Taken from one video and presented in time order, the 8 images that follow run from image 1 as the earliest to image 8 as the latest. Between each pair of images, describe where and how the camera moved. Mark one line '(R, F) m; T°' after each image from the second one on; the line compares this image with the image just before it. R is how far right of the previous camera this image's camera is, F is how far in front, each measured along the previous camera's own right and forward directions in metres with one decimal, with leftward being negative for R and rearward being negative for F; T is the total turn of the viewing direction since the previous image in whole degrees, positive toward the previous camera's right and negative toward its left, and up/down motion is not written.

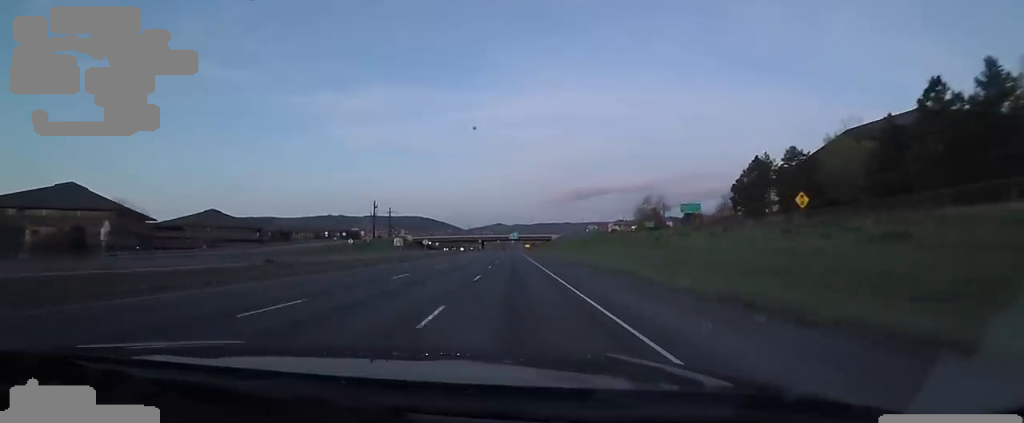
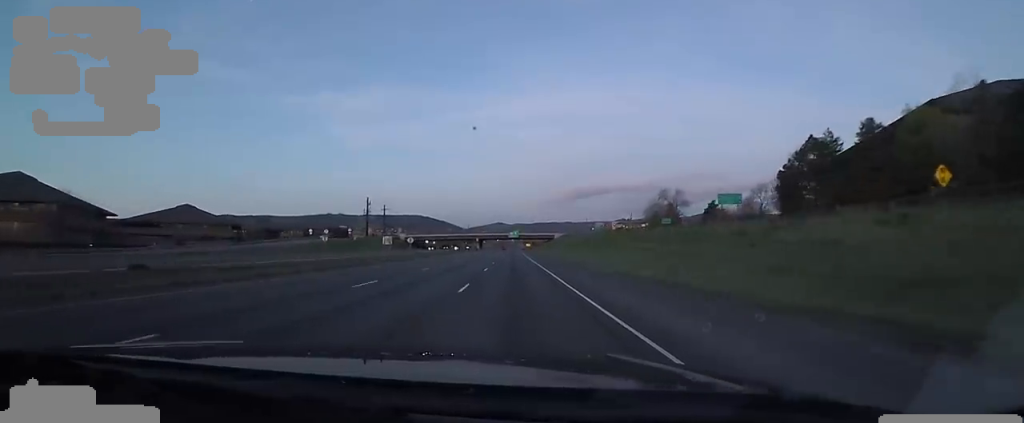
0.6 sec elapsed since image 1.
(-0.1, +17.5) m; 0°
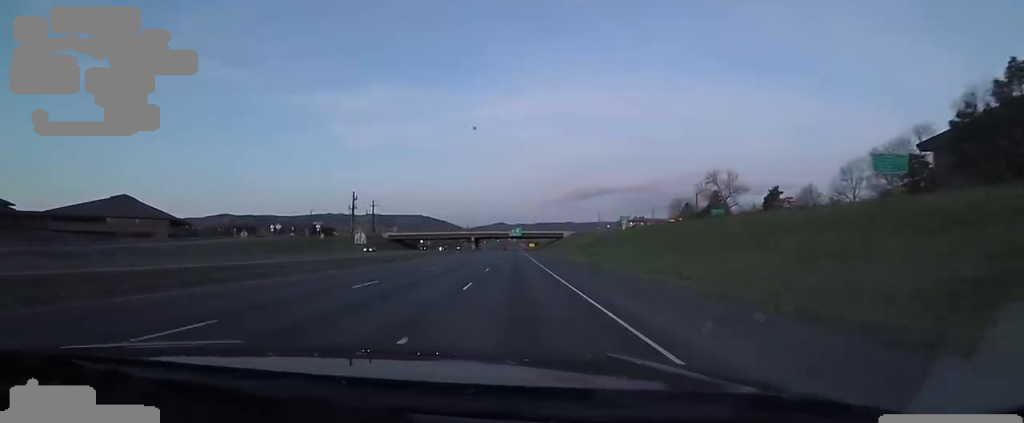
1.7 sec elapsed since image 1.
(+0.1, +34.8) m; 0°
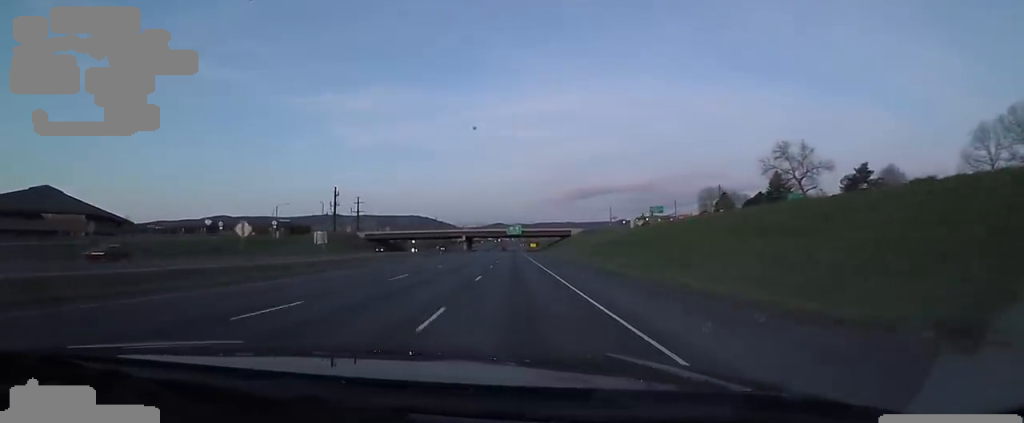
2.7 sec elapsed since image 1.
(-0.3, +30.5) m; 0°
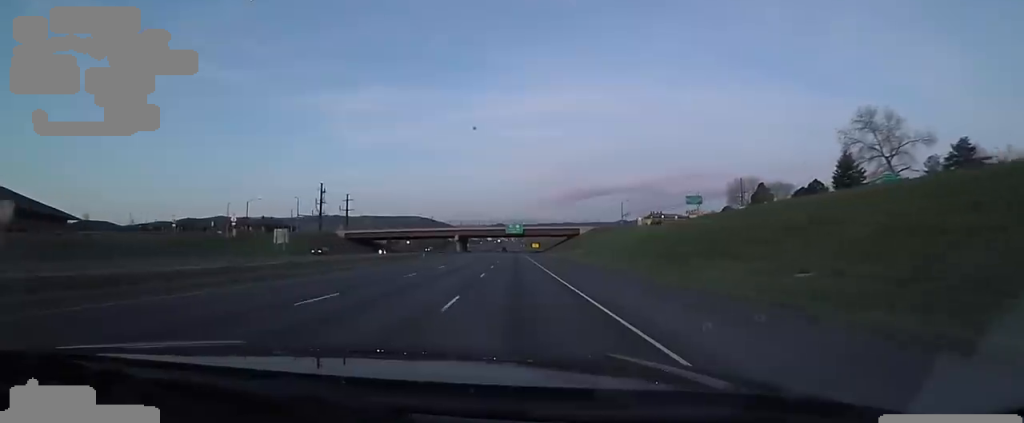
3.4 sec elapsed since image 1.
(+0.2, +21.9) m; 0°
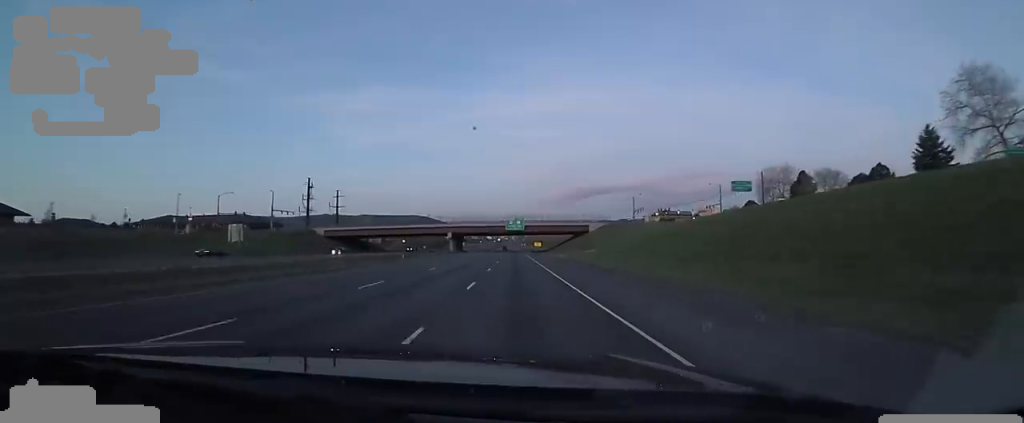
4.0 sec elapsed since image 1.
(+0.7, +18.0) m; 0°
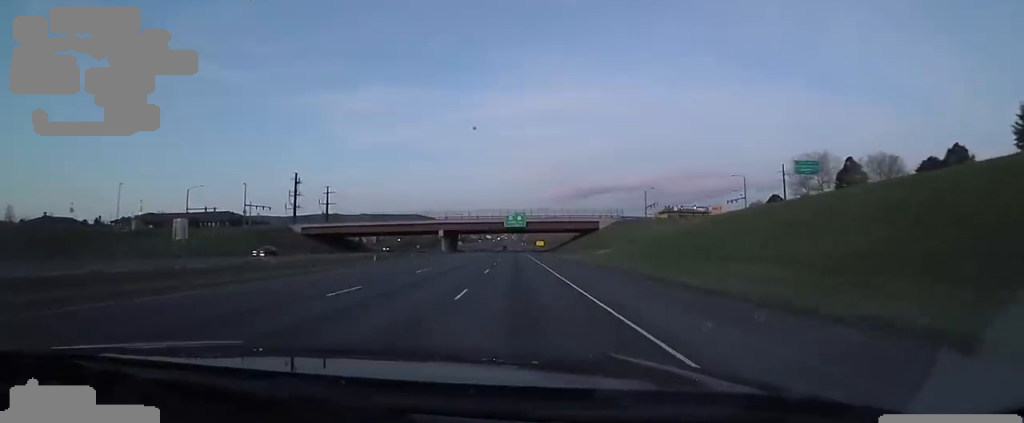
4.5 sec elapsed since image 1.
(-0.6, +16.3) m; -1°
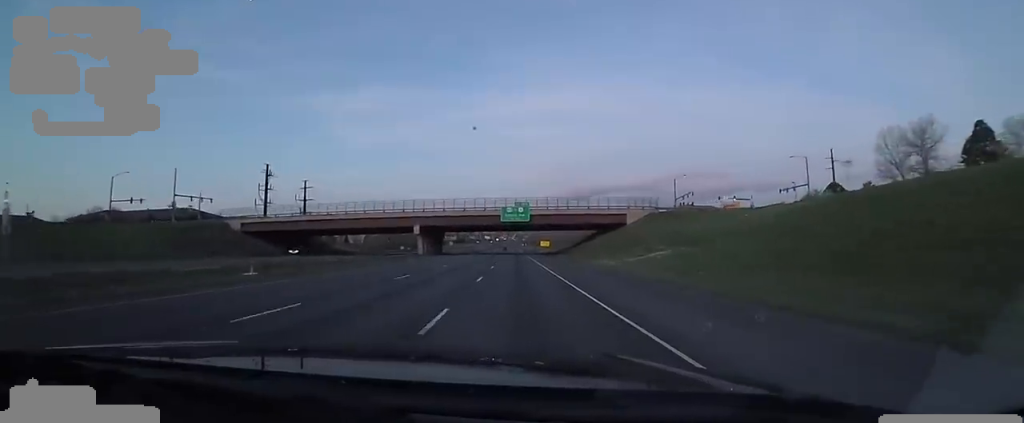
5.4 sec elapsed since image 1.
(-0.6, +30.7) m; 0°
